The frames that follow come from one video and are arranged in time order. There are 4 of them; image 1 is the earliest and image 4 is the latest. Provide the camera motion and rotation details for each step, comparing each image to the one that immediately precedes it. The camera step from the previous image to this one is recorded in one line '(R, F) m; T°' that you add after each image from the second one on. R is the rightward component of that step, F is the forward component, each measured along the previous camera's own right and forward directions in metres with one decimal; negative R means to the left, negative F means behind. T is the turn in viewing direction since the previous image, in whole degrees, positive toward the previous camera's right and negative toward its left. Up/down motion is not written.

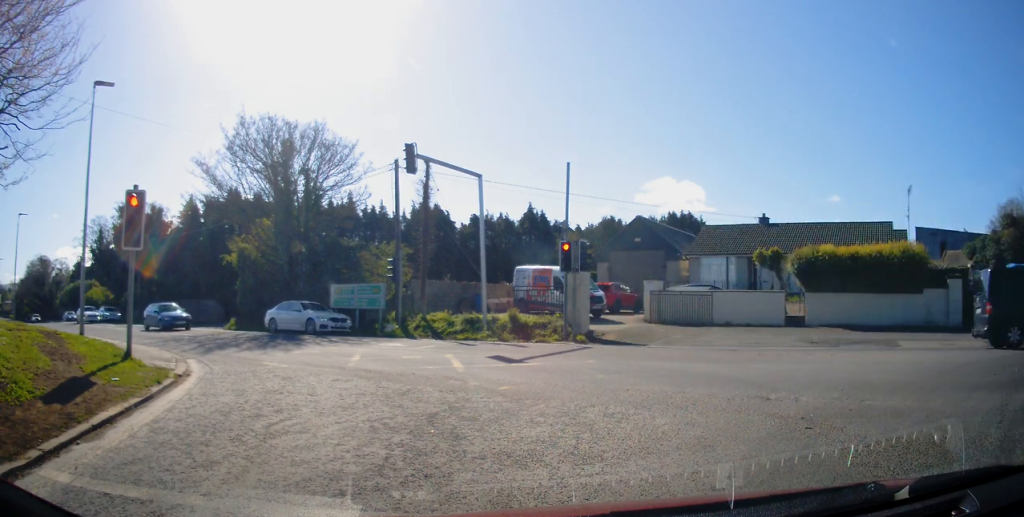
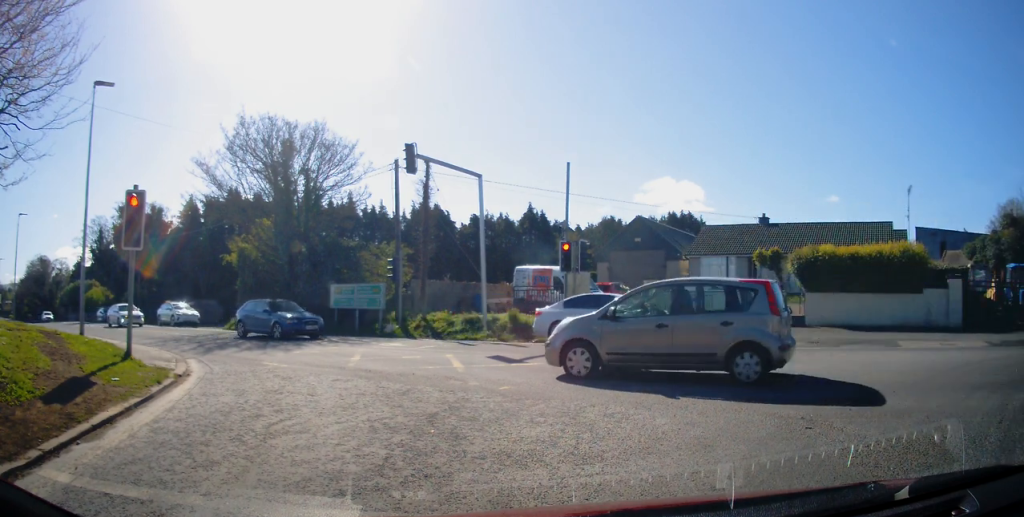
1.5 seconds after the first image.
(0.0, 0.0) m; 0°
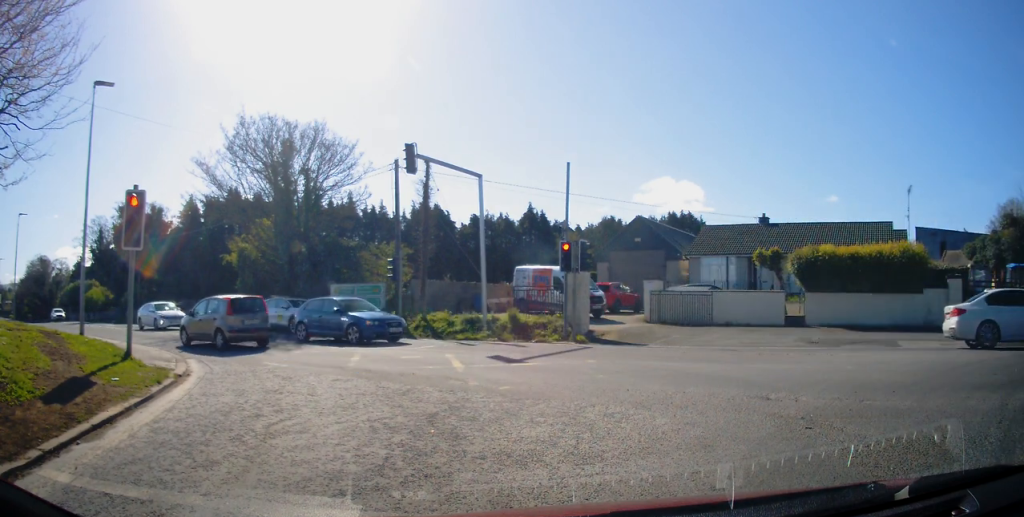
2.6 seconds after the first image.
(0.0, 0.0) m; 0°
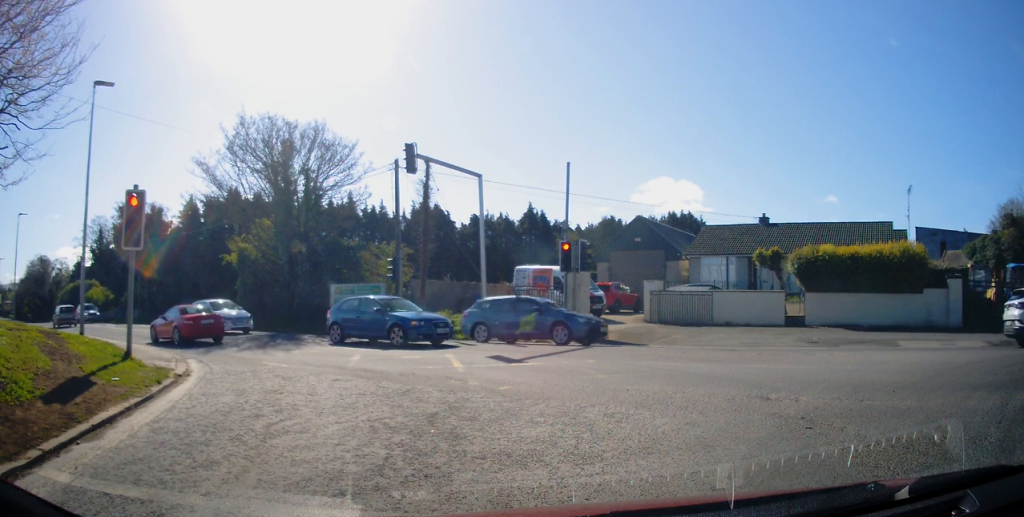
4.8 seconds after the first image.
(0.0, 0.0) m; 0°
